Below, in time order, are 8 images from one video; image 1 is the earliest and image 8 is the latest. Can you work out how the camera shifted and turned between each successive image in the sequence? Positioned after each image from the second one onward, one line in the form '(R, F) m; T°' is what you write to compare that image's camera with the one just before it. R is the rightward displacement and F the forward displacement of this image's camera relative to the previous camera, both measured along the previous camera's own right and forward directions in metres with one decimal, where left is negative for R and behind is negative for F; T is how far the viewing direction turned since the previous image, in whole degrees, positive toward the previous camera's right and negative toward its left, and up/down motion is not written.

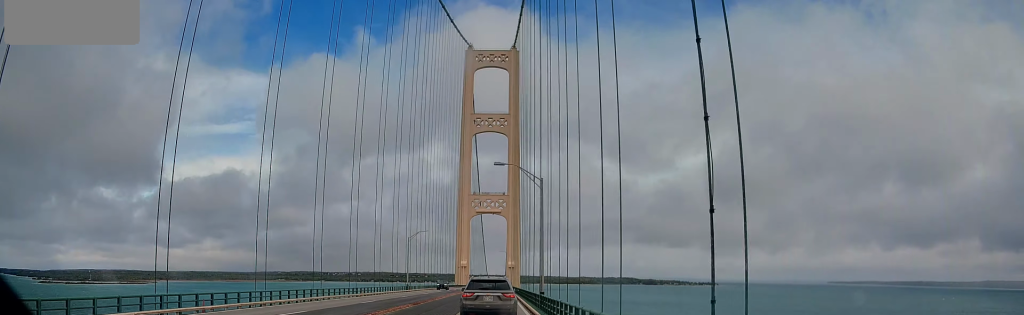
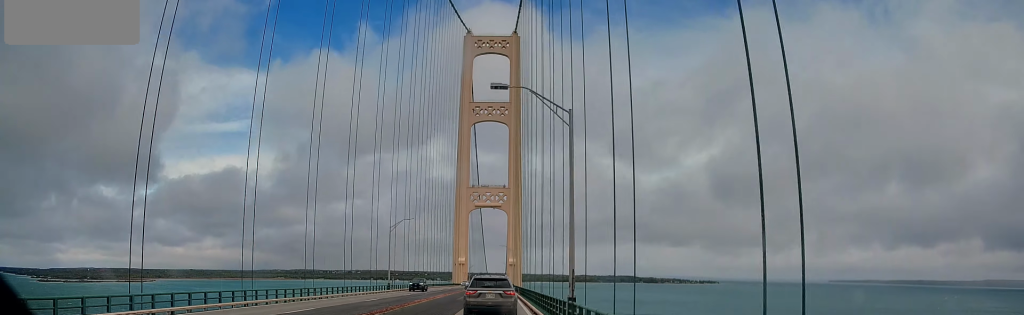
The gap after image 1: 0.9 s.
(+0.7, +14.7) m; 0°
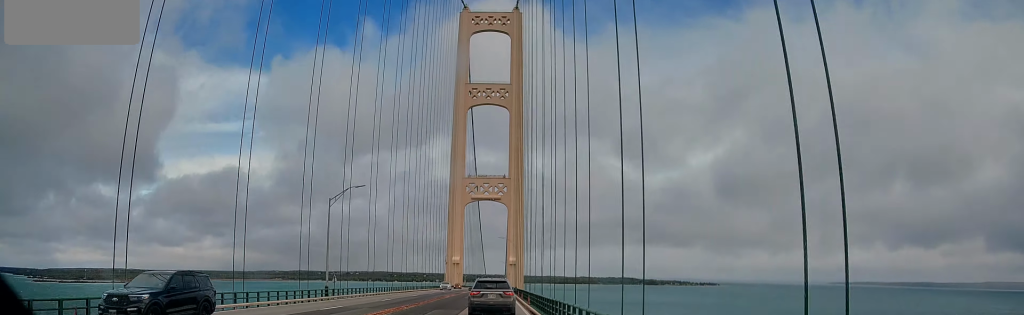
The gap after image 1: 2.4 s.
(-1.2, +25.1) m; -1°
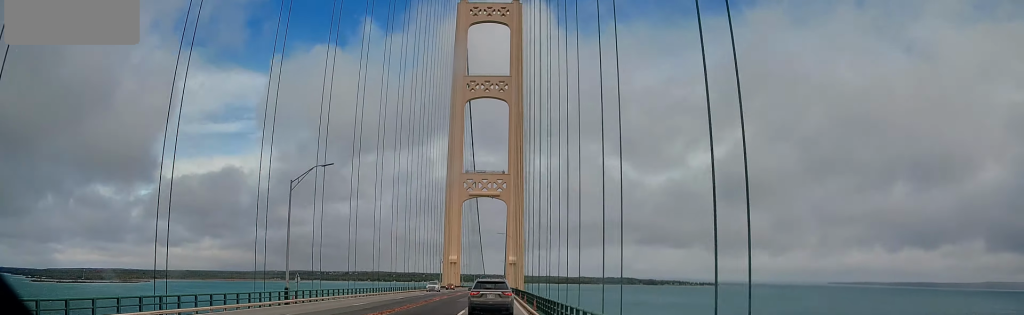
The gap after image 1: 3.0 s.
(0.0, +8.7) m; +1°
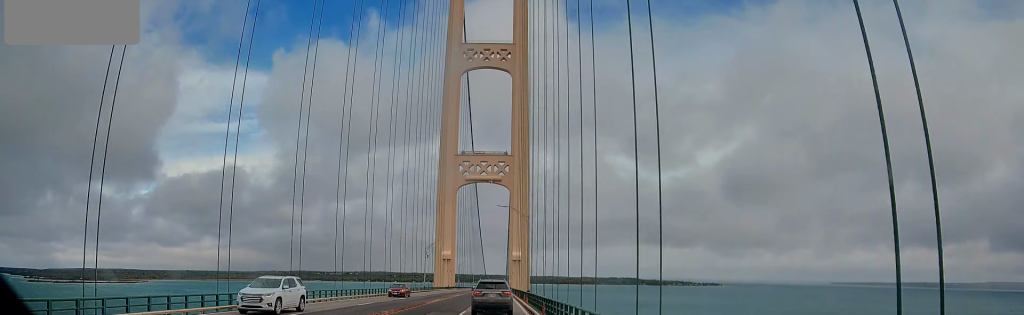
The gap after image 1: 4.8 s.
(-0.1, +29.3) m; -2°
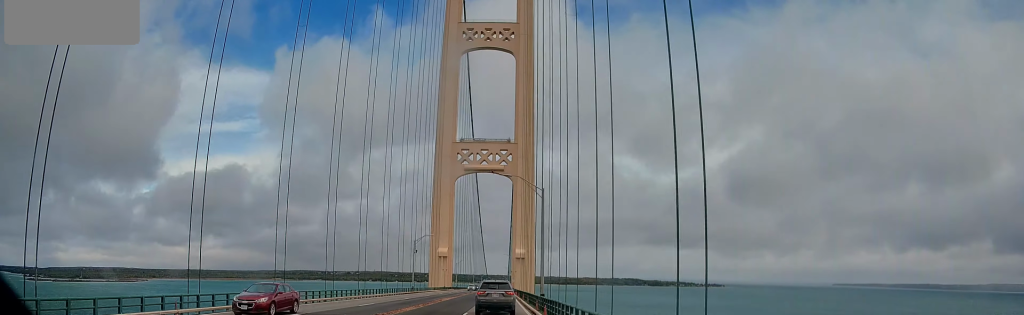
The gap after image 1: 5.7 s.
(0.0, +15.3) m; 0°
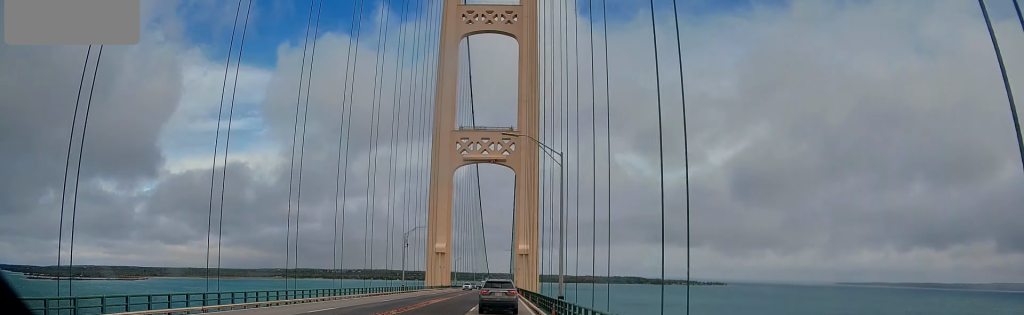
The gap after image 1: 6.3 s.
(0.0, +10.4) m; +1°
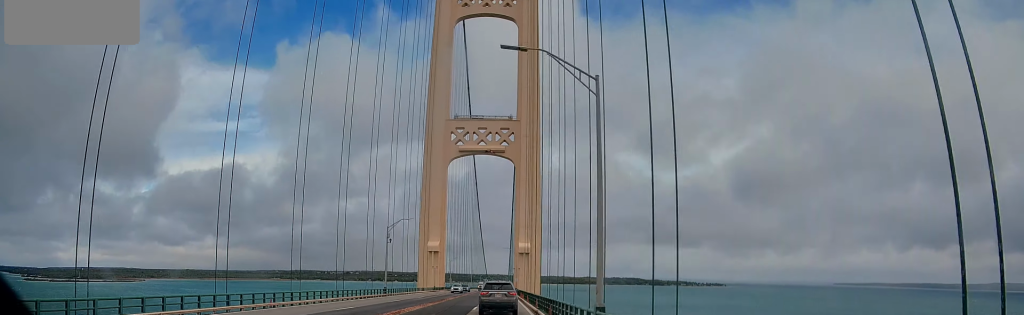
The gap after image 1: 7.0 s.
(0.0, +11.4) m; +1°
